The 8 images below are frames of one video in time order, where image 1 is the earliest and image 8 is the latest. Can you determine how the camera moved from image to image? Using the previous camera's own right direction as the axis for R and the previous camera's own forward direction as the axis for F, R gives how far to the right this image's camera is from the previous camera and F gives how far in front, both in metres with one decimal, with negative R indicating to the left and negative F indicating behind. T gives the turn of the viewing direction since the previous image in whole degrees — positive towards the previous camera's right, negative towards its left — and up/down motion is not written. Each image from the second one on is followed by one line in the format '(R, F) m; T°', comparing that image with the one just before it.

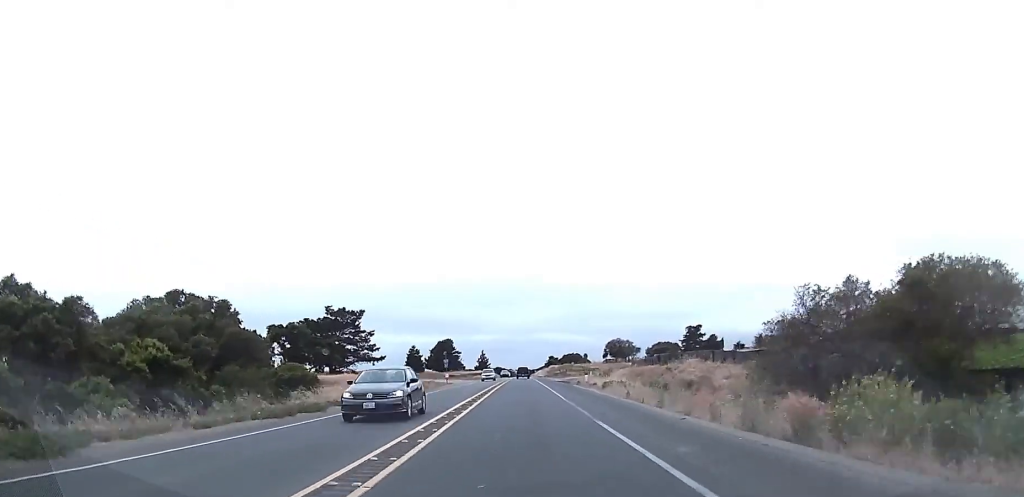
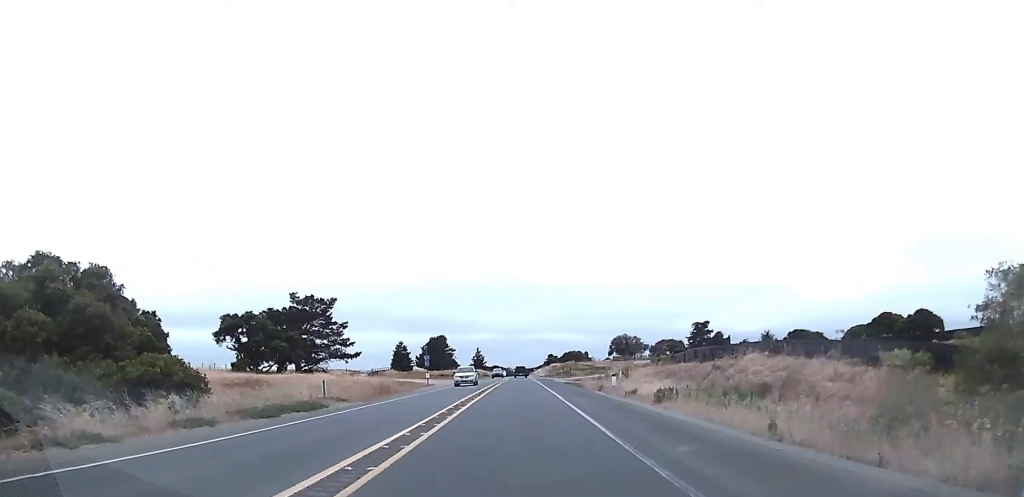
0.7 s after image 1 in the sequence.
(-0.2, +17.3) m; 0°
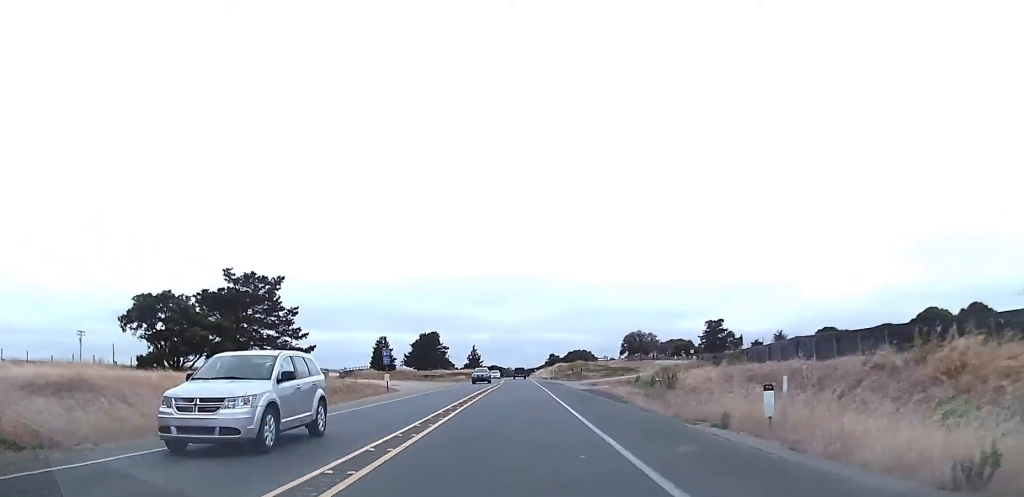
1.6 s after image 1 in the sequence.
(0.0, +23.1) m; +1°
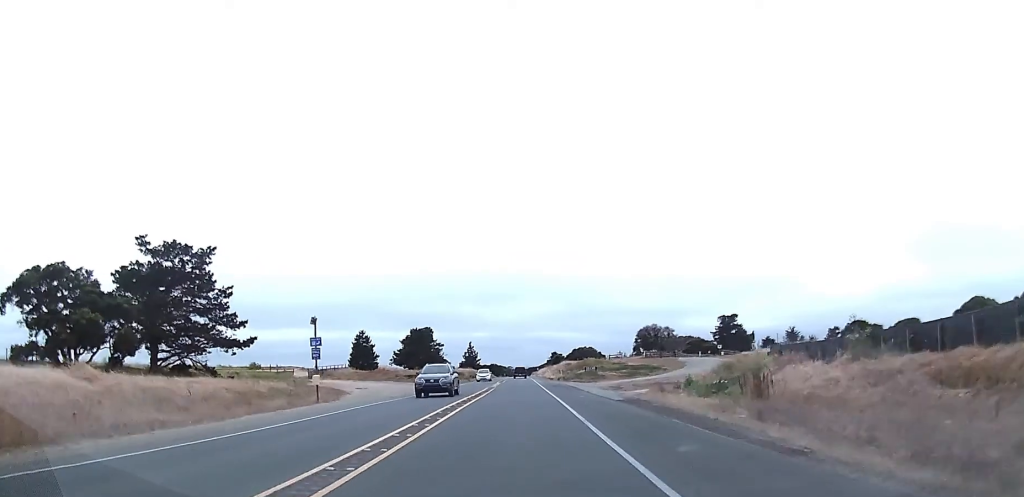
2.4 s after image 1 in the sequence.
(+0.3, +18.9) m; 0°
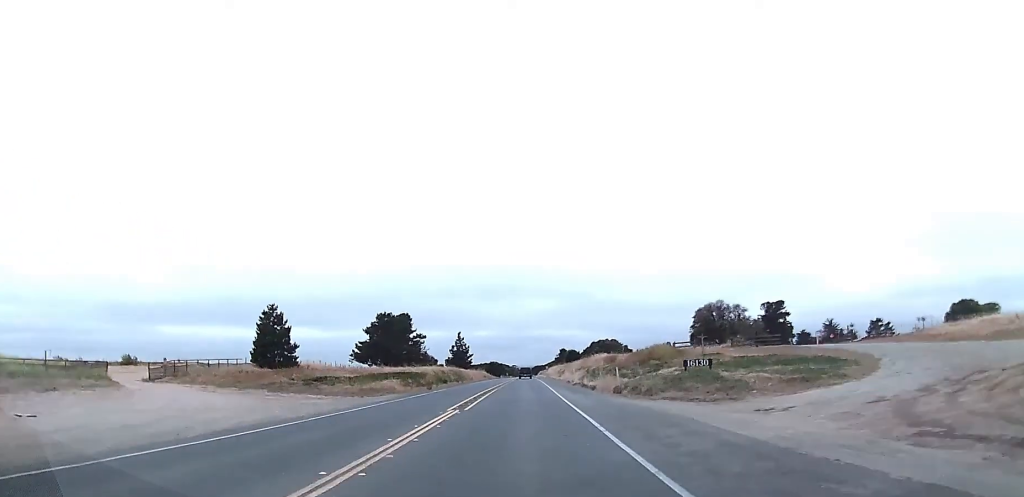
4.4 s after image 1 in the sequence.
(-1.4, +48.4) m; -2°
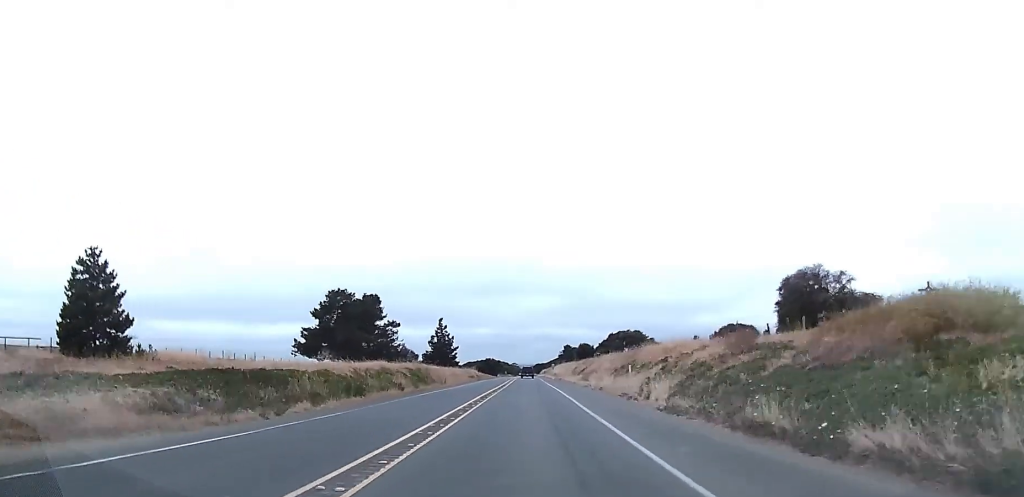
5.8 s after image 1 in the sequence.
(+0.8, +36.6) m; +1°
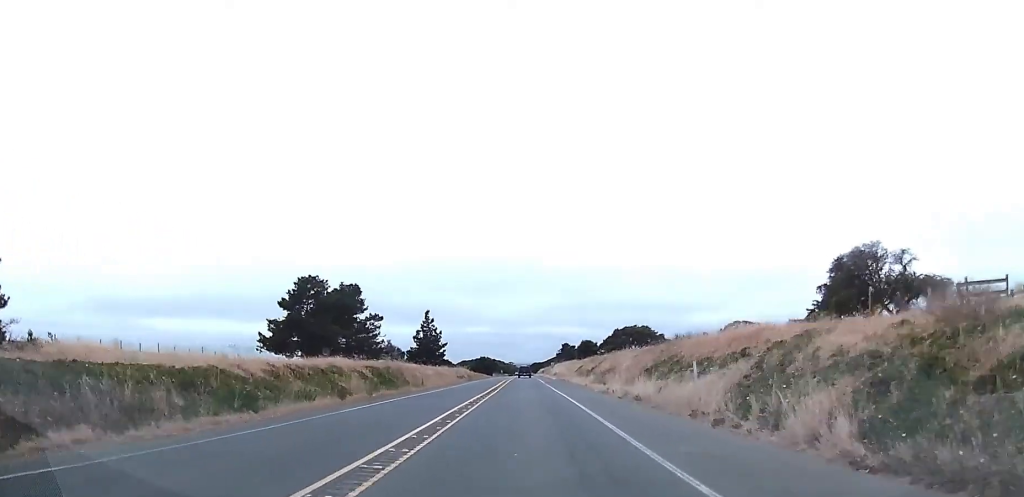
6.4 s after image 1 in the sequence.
(+0.1, +13.3) m; 0°
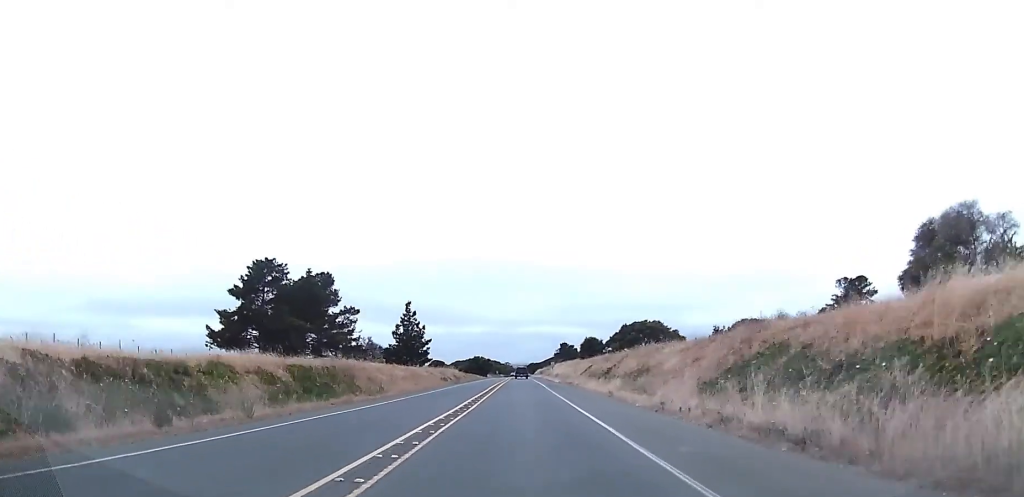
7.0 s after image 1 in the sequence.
(-0.2, +15.0) m; -1°
